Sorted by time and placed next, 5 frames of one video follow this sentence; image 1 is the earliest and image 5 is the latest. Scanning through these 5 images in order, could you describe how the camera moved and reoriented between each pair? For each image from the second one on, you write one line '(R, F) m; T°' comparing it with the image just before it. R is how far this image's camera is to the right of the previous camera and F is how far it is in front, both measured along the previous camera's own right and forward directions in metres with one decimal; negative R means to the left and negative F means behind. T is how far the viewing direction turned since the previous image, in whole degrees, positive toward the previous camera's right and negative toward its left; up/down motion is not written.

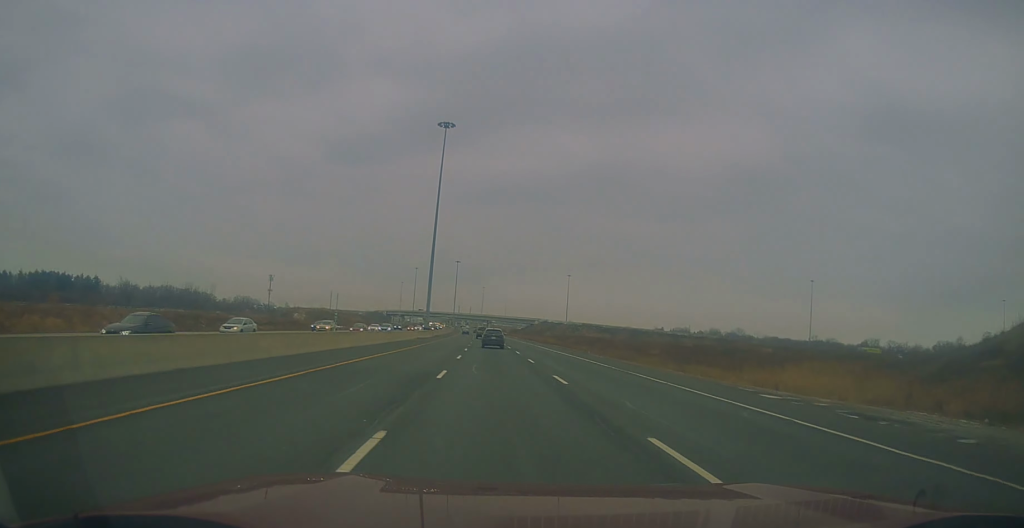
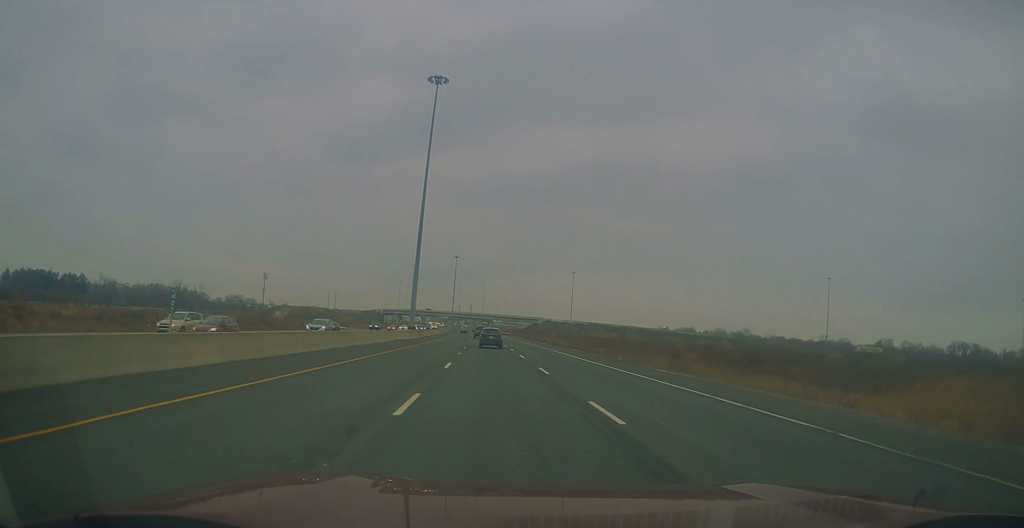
(-0.1, +19.5) m; 0°
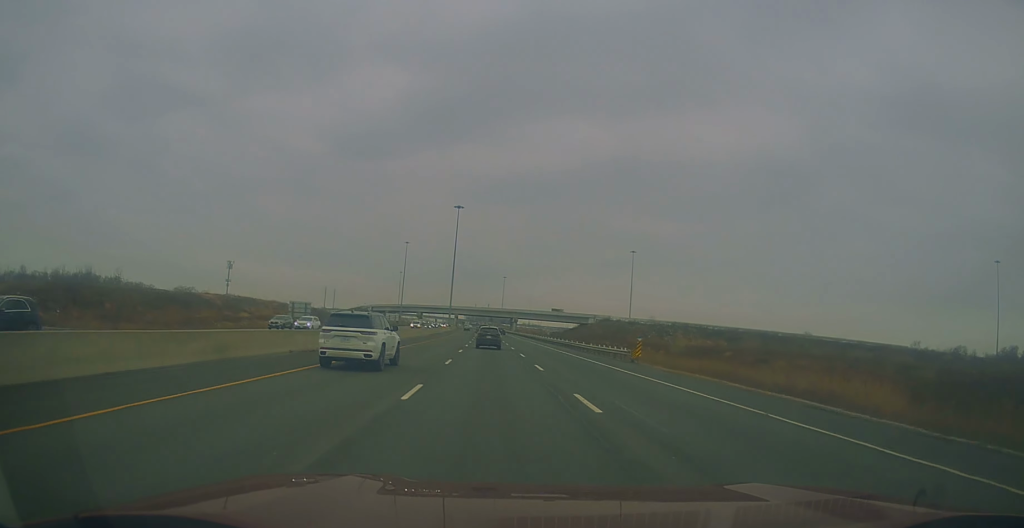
(-1.5, +130.4) m; -1°
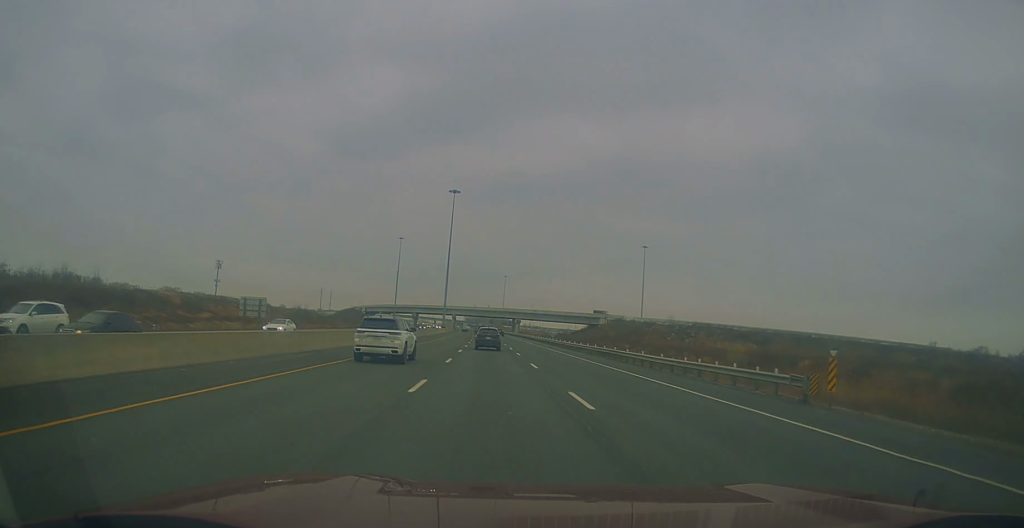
(+0.5, +22.3) m; 0°
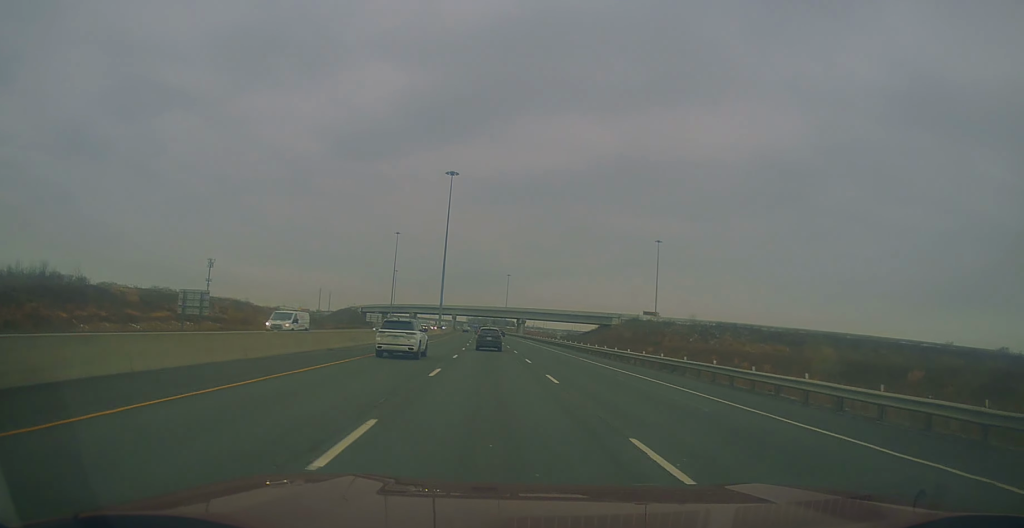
(-0.1, +19.2) m; -1°
